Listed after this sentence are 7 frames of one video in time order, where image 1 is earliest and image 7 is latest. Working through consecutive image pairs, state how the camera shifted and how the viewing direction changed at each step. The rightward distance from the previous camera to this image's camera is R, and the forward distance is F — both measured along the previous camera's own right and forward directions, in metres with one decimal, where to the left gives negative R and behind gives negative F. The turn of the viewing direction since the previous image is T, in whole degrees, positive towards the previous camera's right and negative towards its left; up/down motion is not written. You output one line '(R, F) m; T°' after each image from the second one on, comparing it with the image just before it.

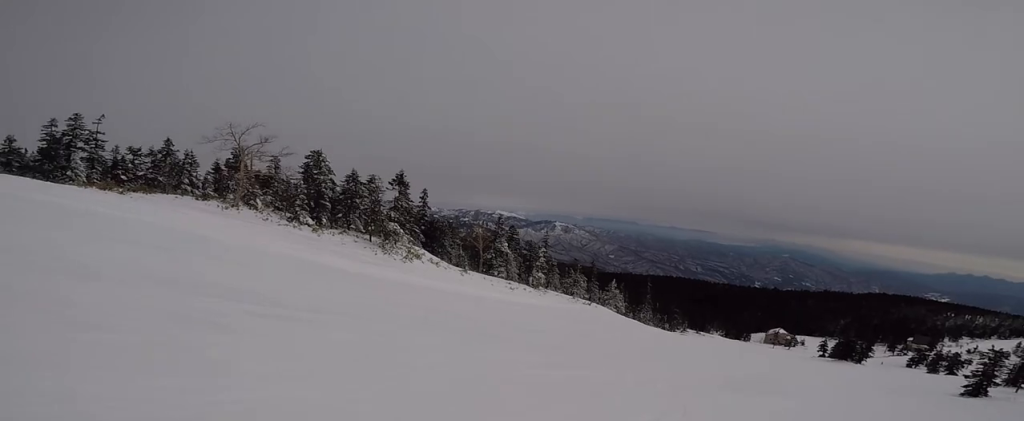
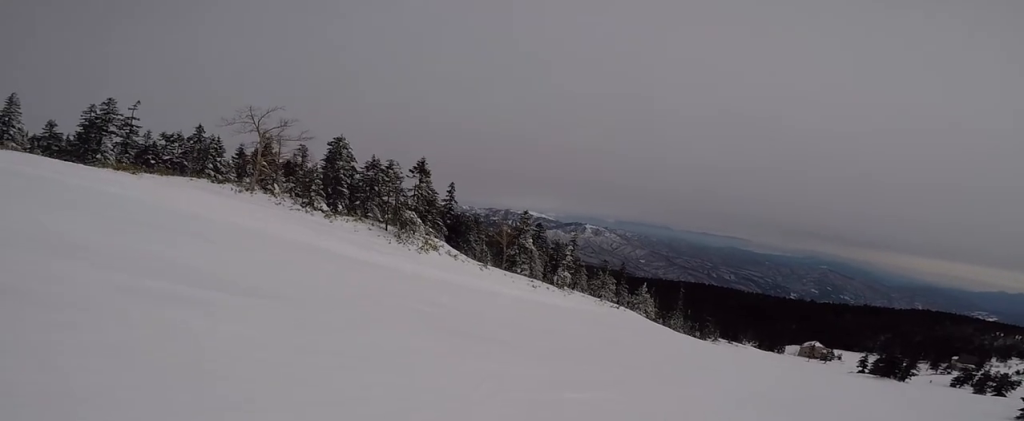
(-0.1, +2.7) m; -6°
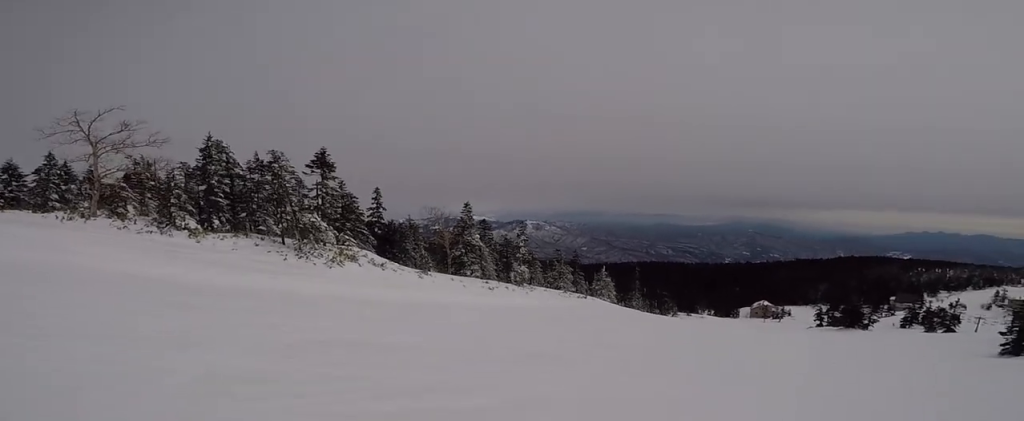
(-0.5, +7.2) m; +12°
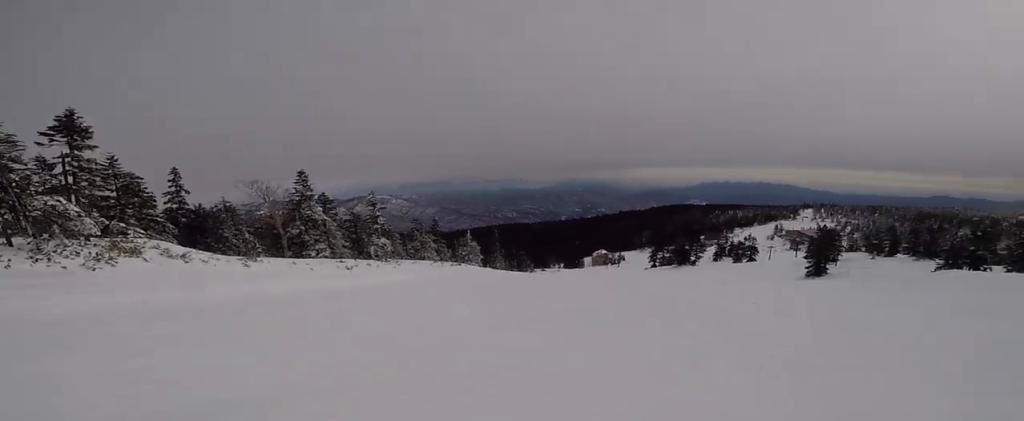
(+1.3, +4.5) m; +21°
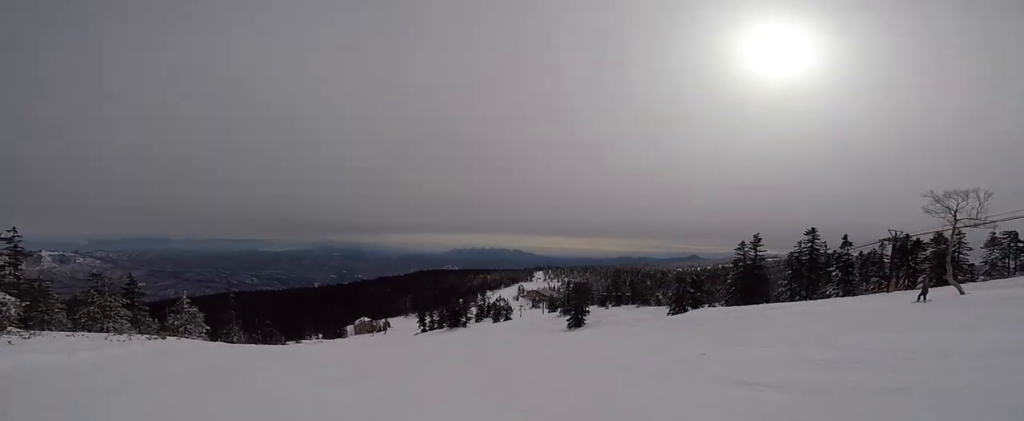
(+2.4, +8.1) m; +34°
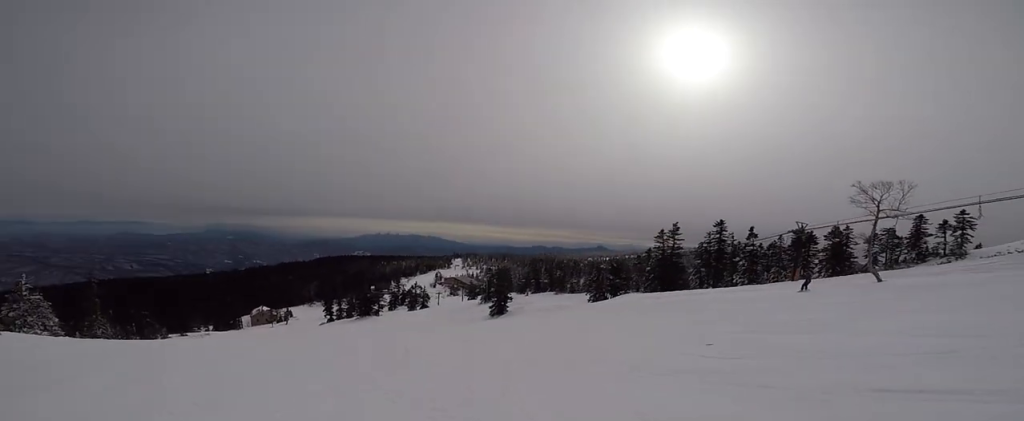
(+0.5, +3.0) m; +12°
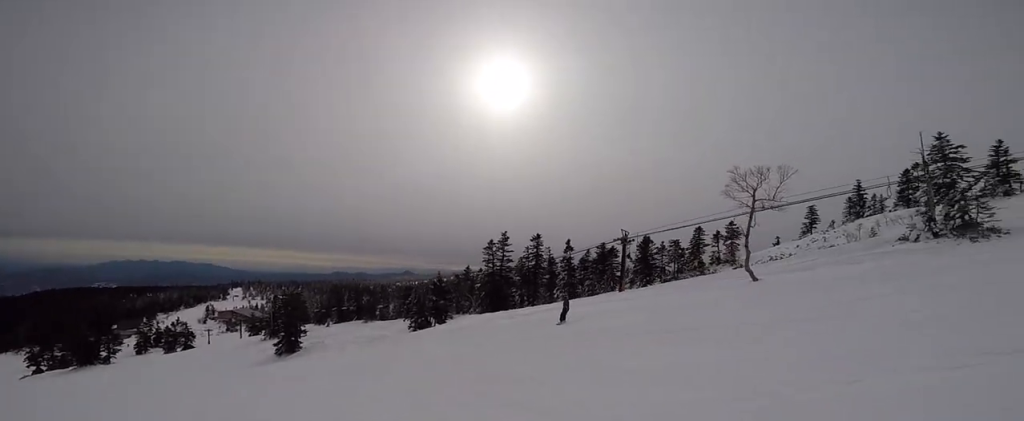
(+2.2, +10.4) m; +5°
